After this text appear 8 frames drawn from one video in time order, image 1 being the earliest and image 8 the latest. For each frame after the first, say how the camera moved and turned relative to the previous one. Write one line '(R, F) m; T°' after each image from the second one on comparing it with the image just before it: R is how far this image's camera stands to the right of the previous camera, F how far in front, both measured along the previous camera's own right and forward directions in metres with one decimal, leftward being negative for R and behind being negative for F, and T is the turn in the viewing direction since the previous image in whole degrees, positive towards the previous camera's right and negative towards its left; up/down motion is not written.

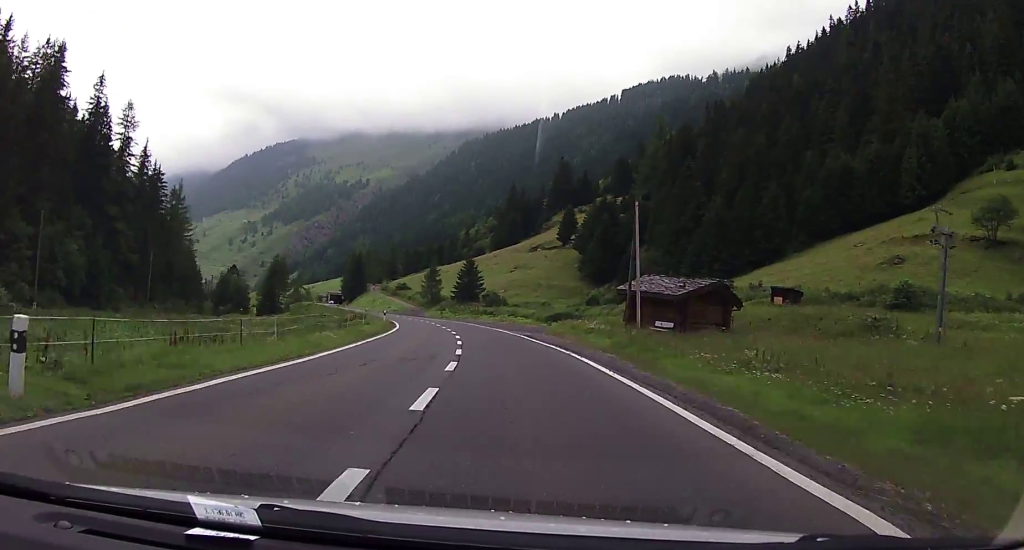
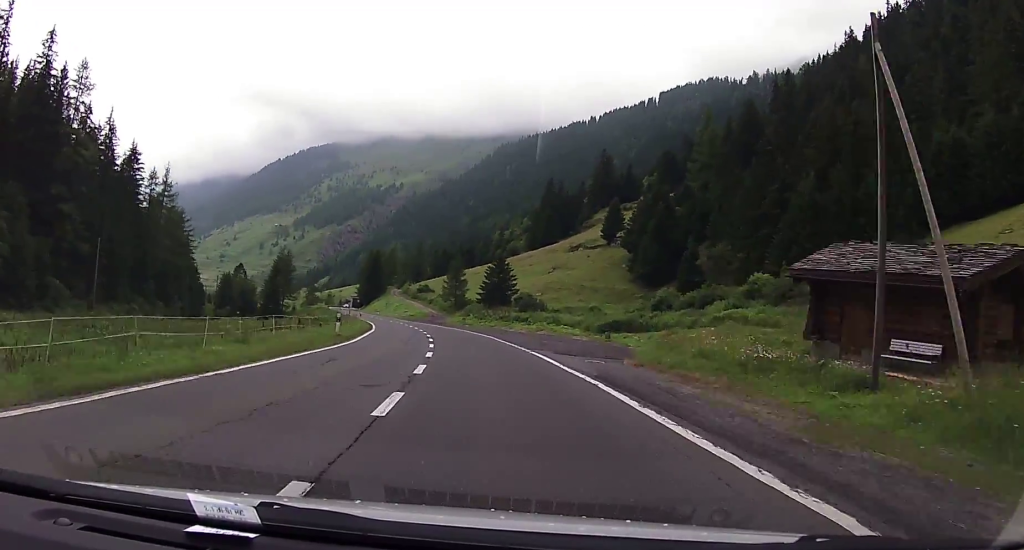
(-0.7, +24.8) m; -4°
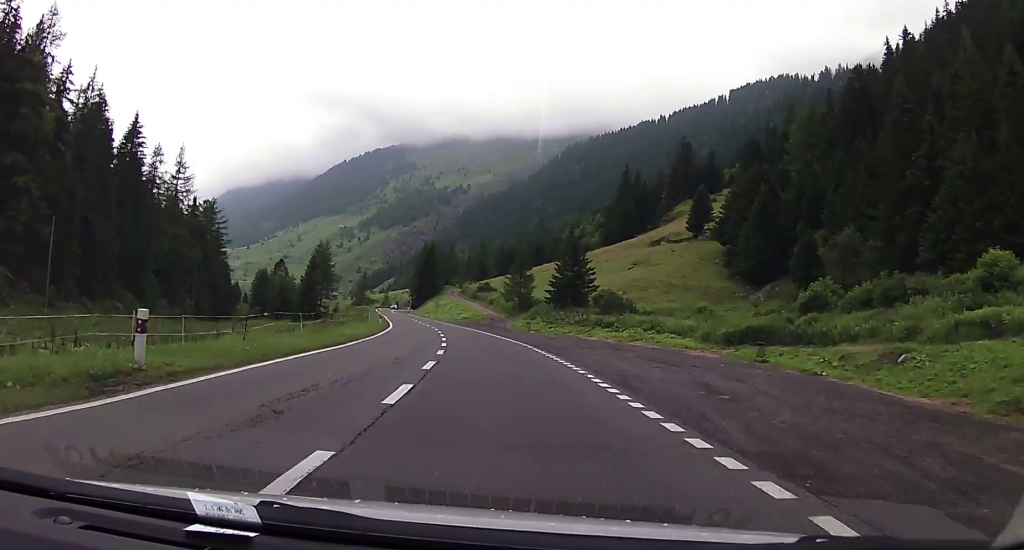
(-1.1, +23.2) m; -6°
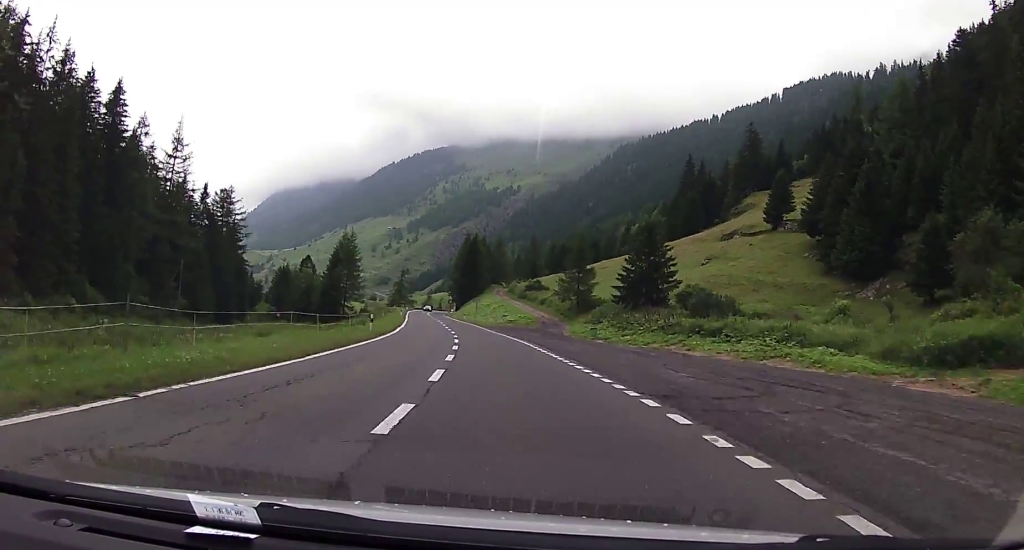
(-0.9, +20.4) m; -4°
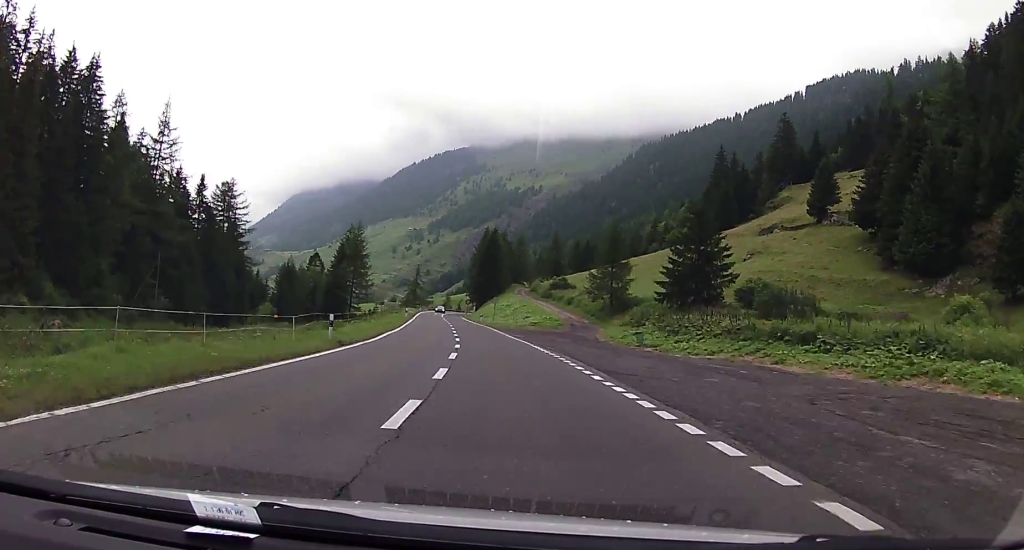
(-0.1, +11.7) m; -2°
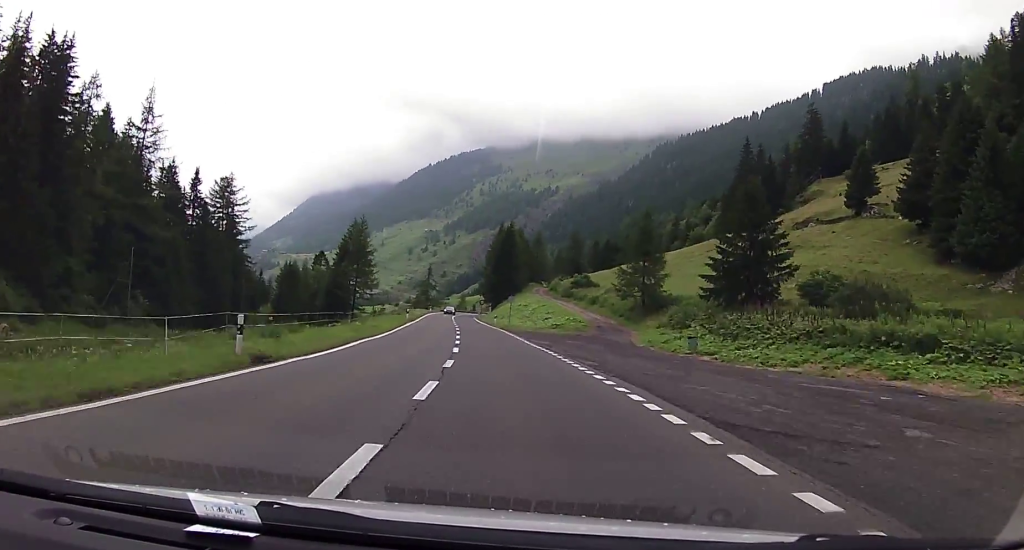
(-0.2, +9.6) m; -1°
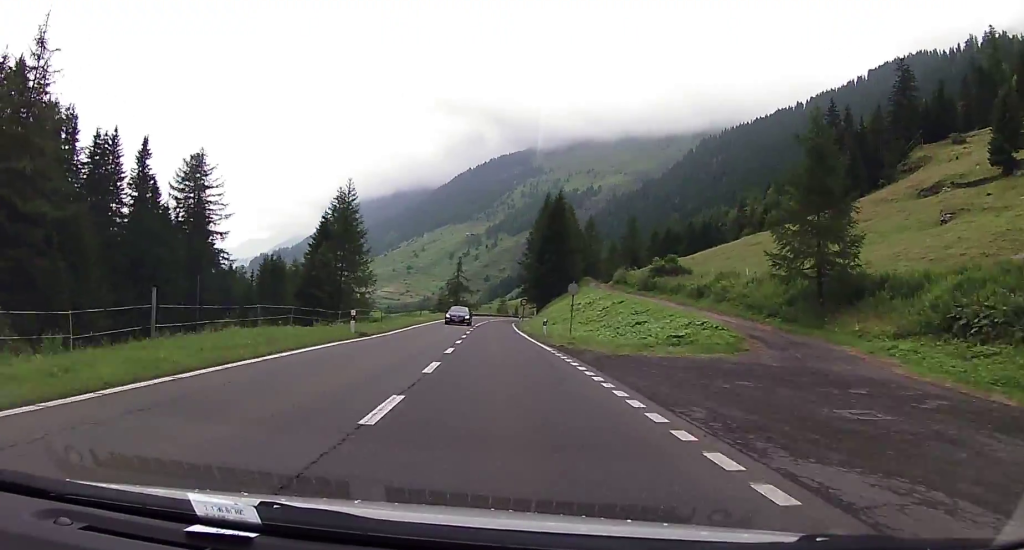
(-0.7, +32.8) m; -2°
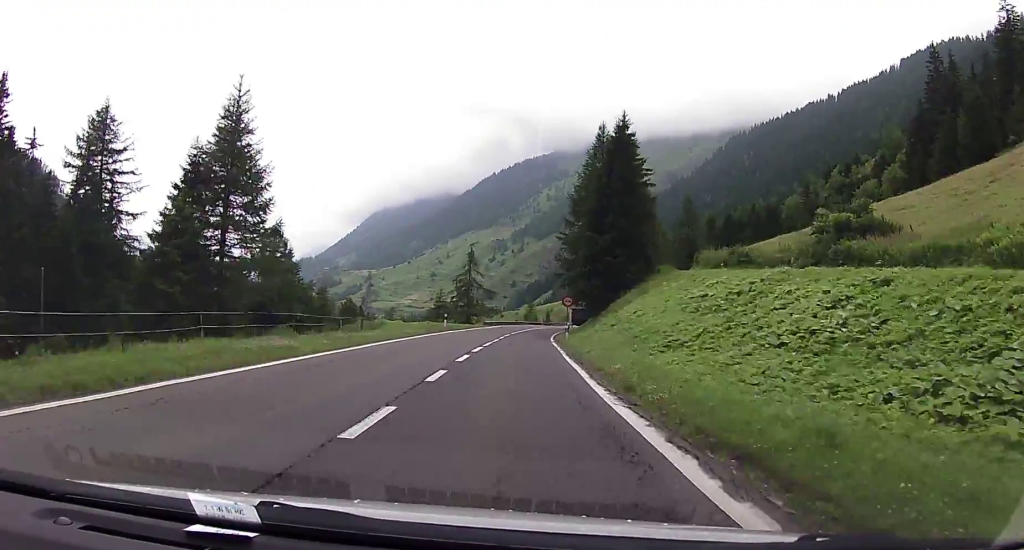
(-1.0, +36.2) m; -2°
